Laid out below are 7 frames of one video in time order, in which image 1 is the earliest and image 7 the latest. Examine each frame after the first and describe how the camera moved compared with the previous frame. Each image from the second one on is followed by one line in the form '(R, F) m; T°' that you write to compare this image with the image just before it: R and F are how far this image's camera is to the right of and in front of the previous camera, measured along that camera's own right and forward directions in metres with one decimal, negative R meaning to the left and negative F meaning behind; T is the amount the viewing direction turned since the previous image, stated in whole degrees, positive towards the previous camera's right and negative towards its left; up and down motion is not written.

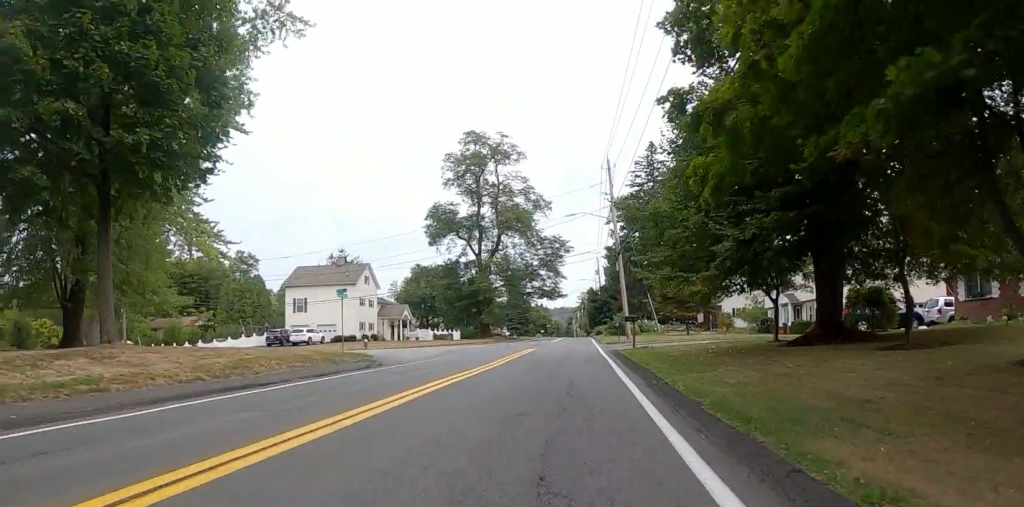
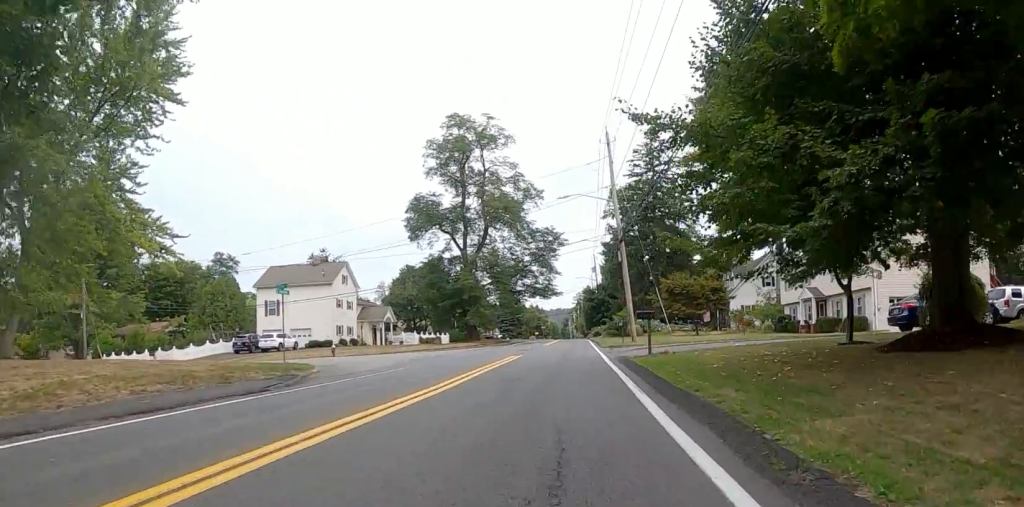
(-0.1, +5.6) m; +1°
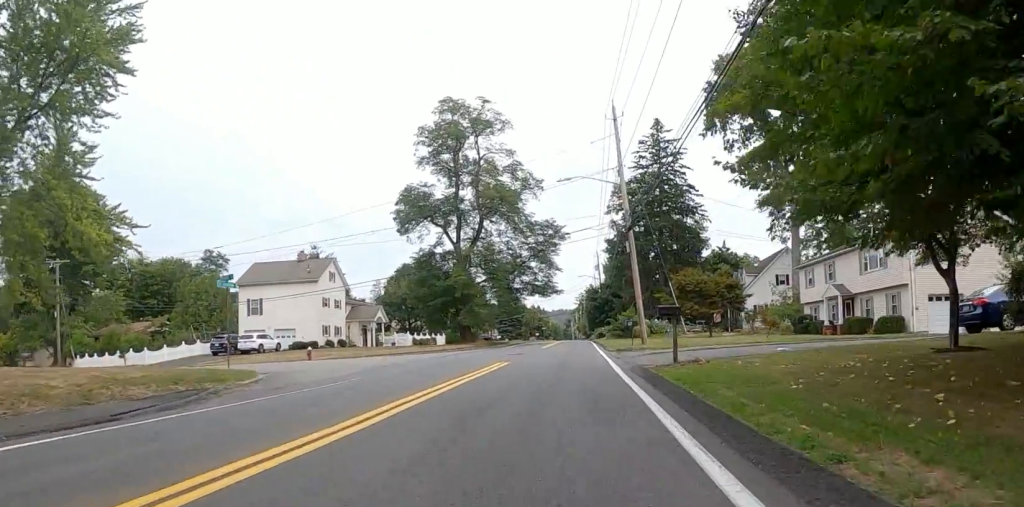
(-0.1, +4.0) m; +2°
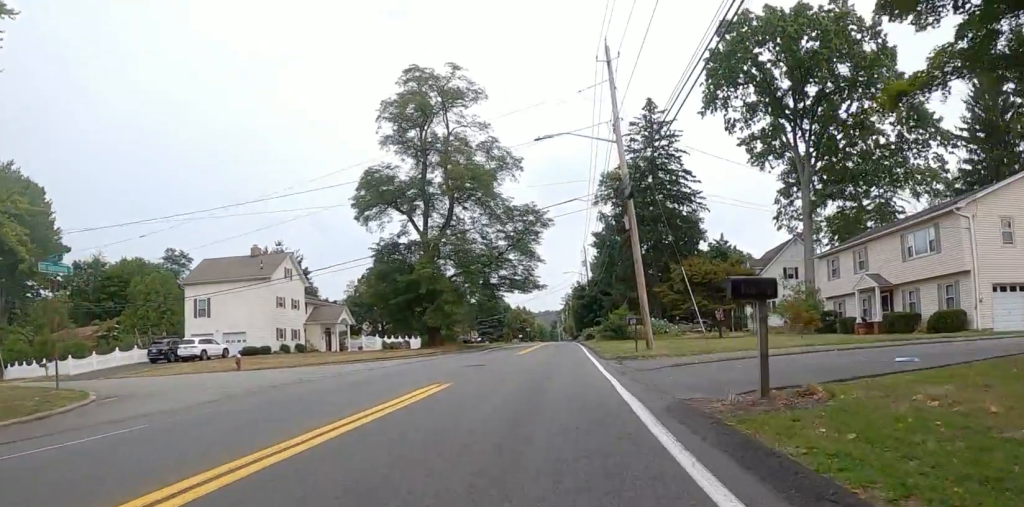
(+0.4, +6.5) m; +4°
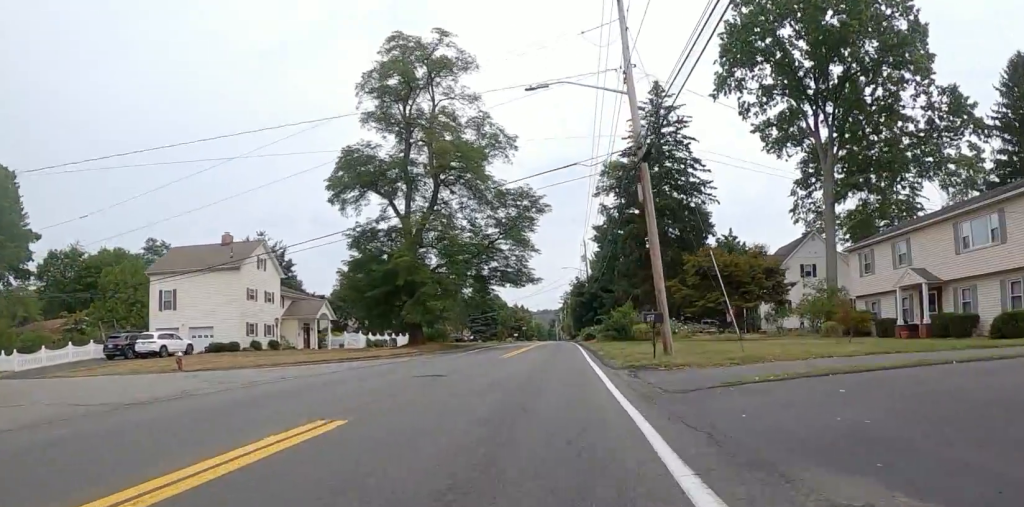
(+0.1, +4.7) m; +1°
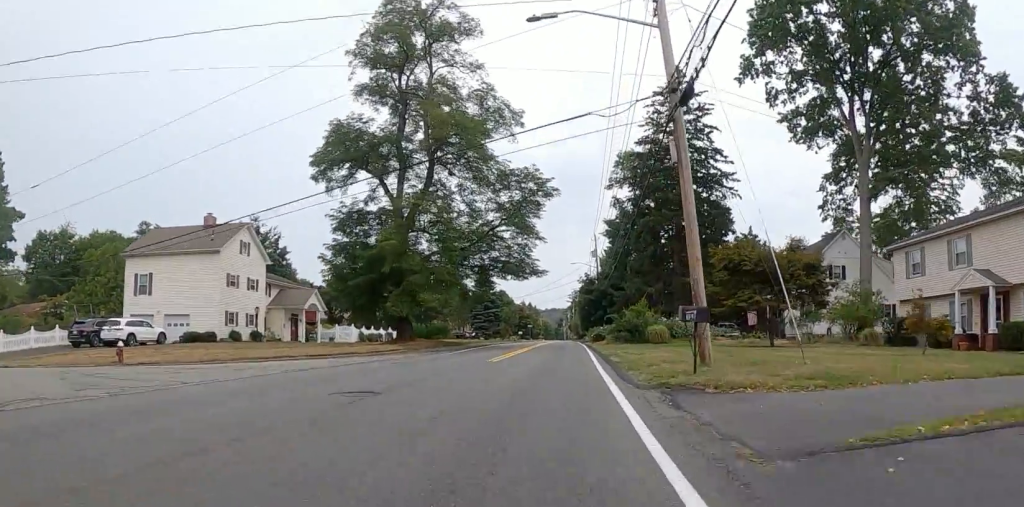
(0.0, +4.2) m; 0°
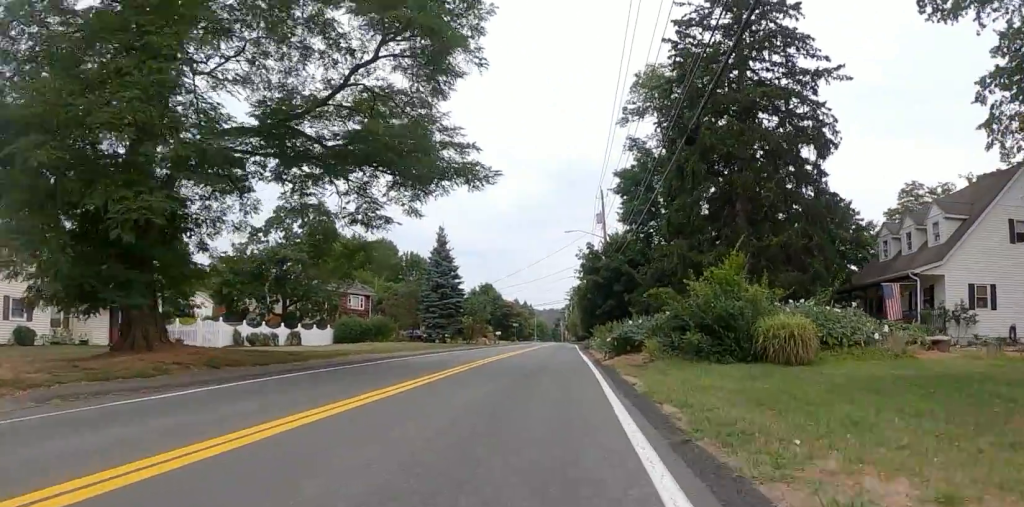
(0.0, +21.6) m; 0°
